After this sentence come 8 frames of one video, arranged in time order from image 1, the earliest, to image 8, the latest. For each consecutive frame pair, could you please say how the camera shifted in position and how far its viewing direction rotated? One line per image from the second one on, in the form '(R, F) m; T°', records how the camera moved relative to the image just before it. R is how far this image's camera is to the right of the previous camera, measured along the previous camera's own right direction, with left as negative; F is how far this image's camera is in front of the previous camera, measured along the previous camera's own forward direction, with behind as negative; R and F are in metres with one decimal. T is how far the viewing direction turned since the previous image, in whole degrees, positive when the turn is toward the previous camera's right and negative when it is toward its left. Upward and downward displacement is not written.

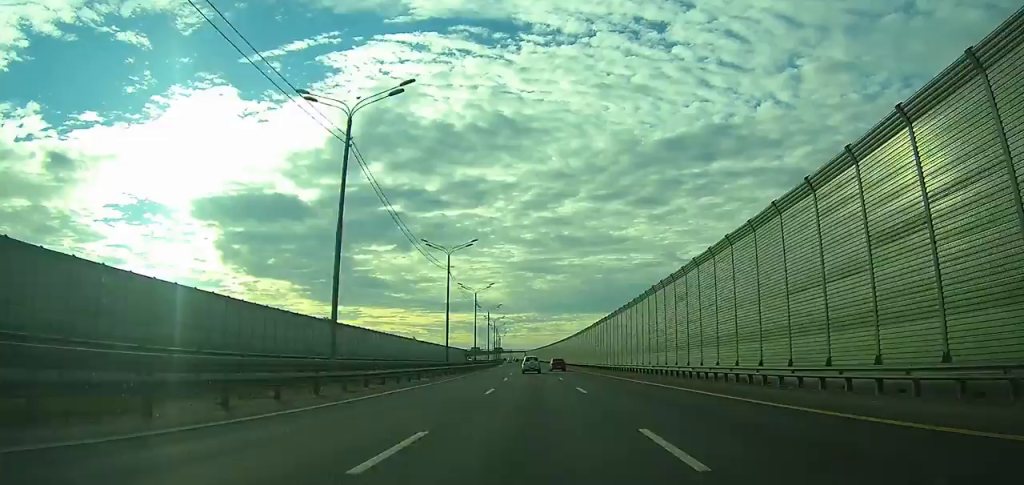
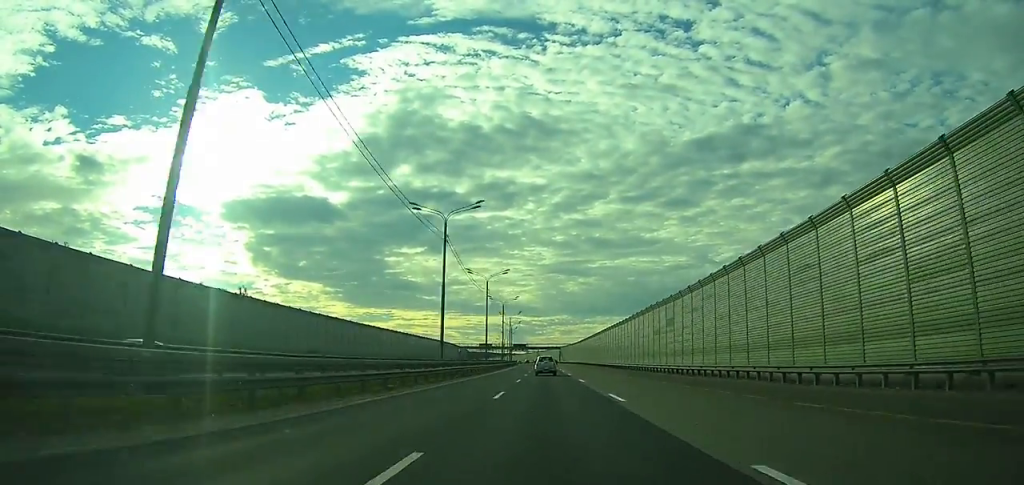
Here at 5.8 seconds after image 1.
(-5.8, +152.5) m; -3°
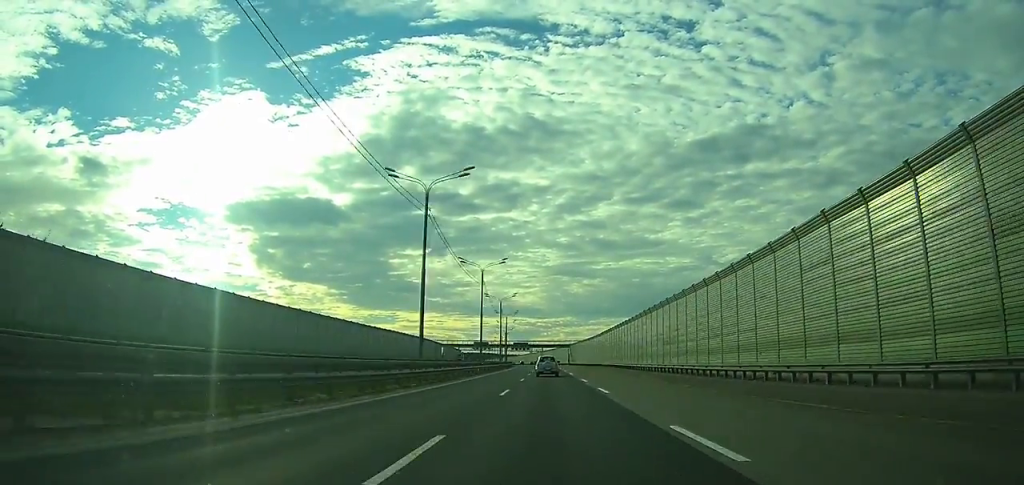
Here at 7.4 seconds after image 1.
(0.0, +46.9) m; 0°
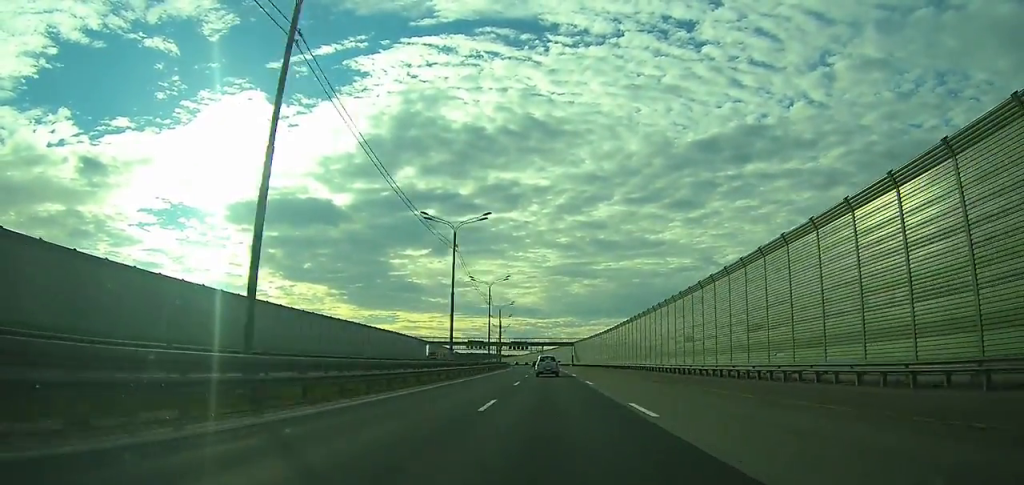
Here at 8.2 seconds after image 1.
(0.0, +23.6) m; 0°
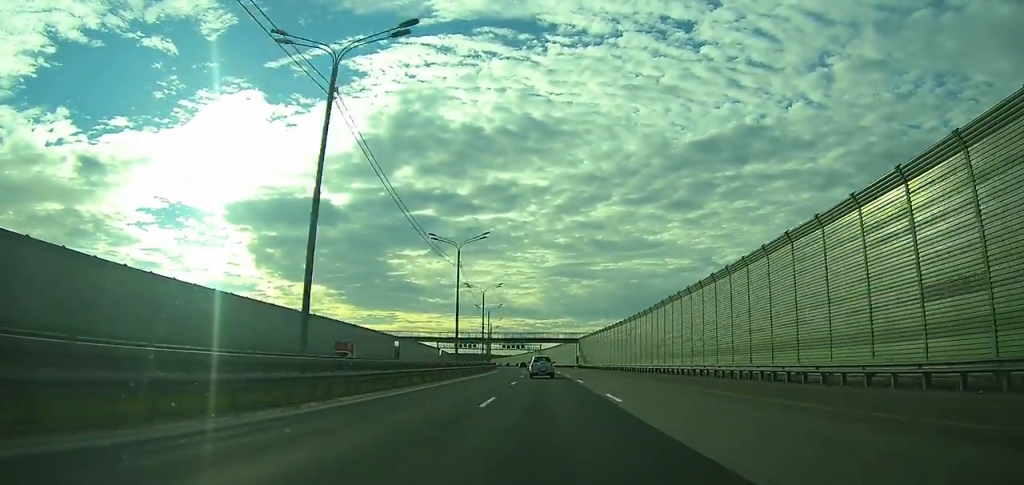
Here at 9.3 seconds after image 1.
(-0.1, +31.3) m; 0°
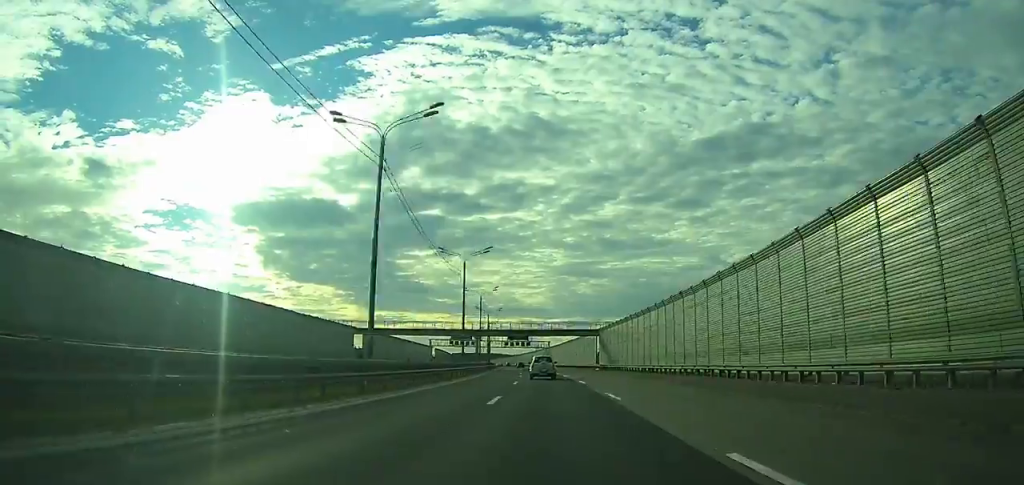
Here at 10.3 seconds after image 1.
(0.0, +31.6) m; -1°
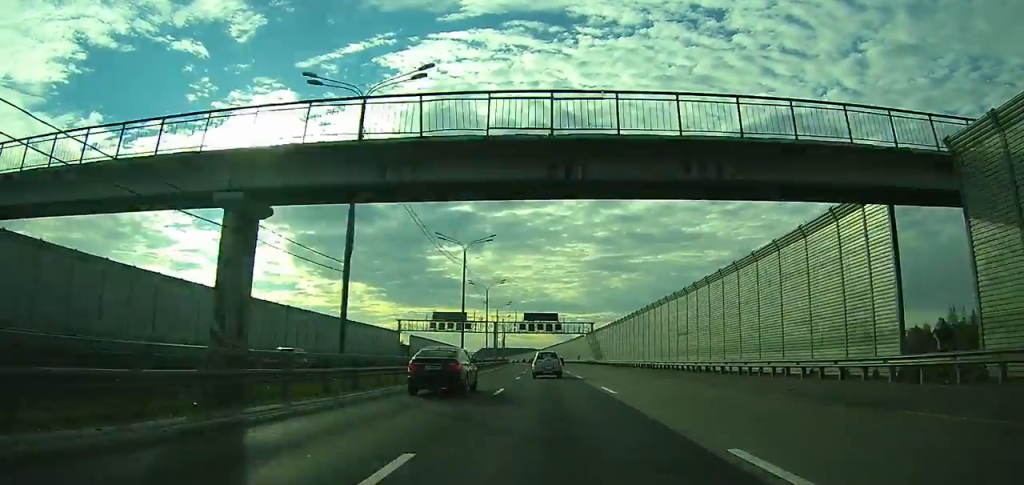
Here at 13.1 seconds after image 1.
(-1.4, +81.3) m; -2°
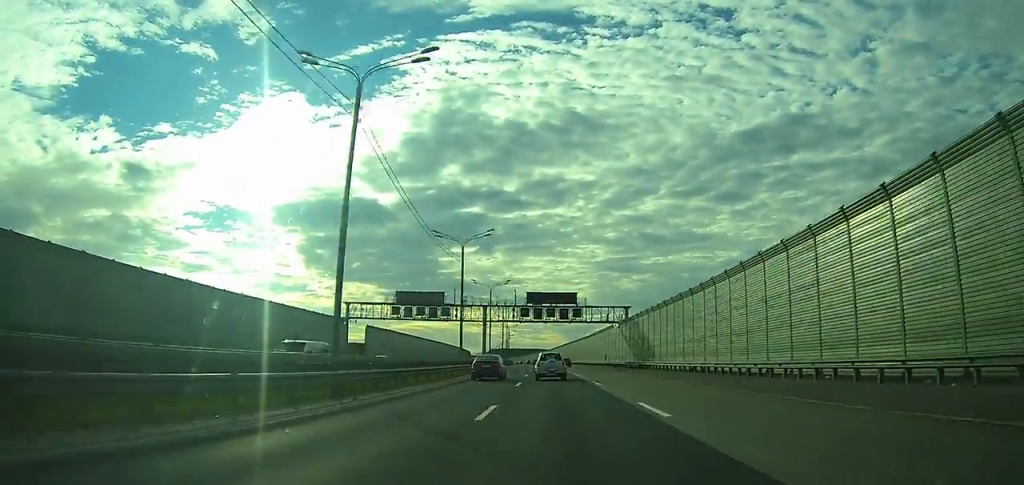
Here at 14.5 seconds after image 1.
(-0.4, +39.7) m; -1°
